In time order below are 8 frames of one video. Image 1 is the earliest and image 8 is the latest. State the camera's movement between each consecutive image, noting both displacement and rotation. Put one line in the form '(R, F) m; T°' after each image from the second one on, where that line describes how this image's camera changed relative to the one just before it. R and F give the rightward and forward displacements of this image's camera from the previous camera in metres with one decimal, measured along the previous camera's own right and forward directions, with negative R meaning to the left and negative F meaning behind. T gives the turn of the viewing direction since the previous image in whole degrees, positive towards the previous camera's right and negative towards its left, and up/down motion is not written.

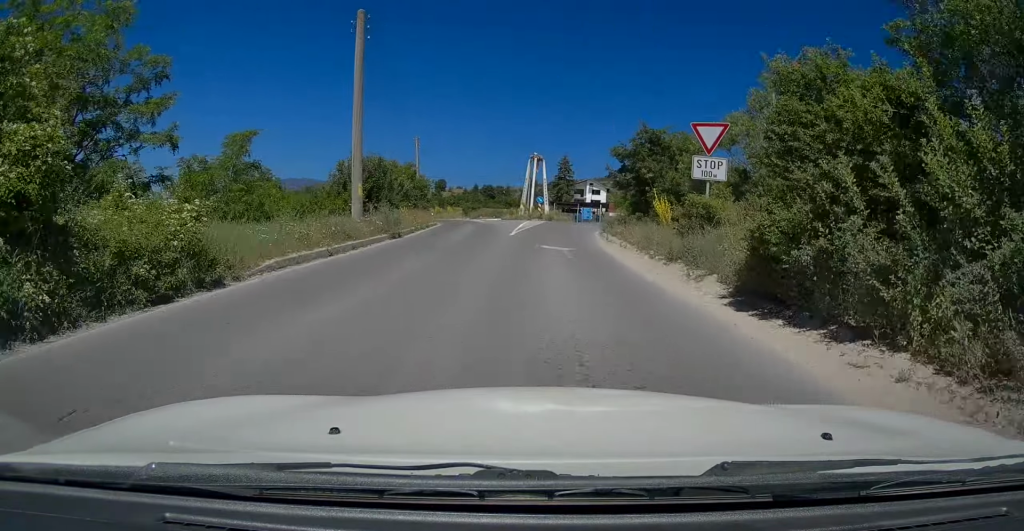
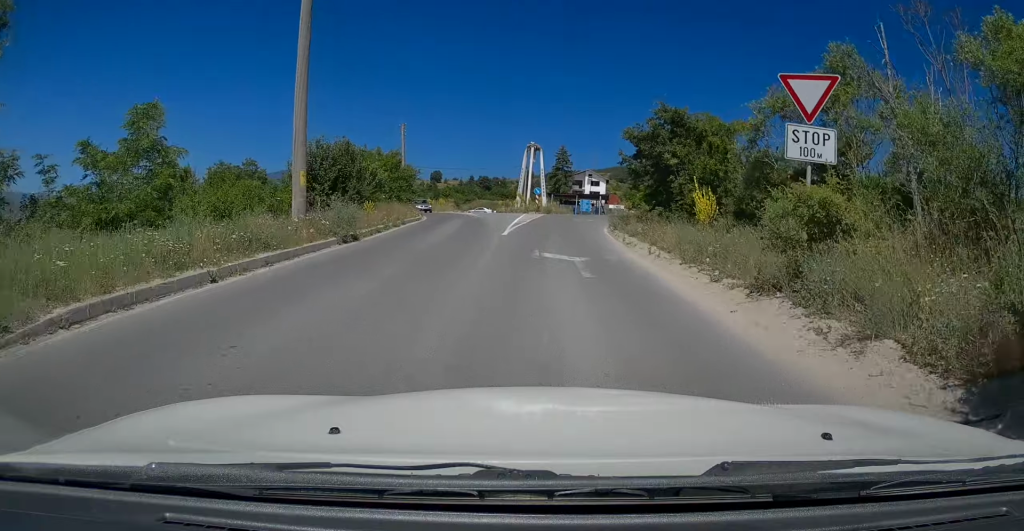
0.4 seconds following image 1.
(-0.1, +5.0) m; 0°
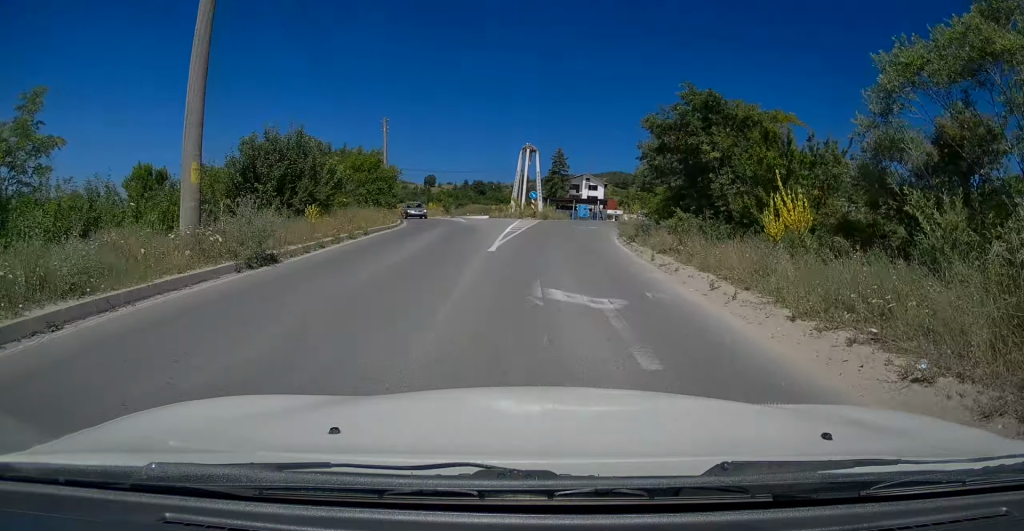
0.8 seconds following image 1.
(-0.2, +5.4) m; 0°
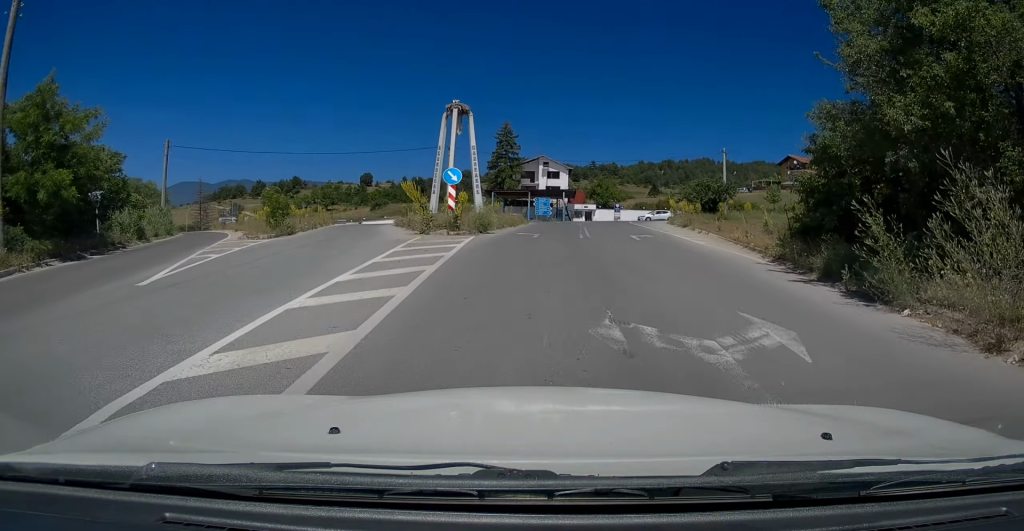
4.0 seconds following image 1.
(+2.1, +32.3) m; +6°
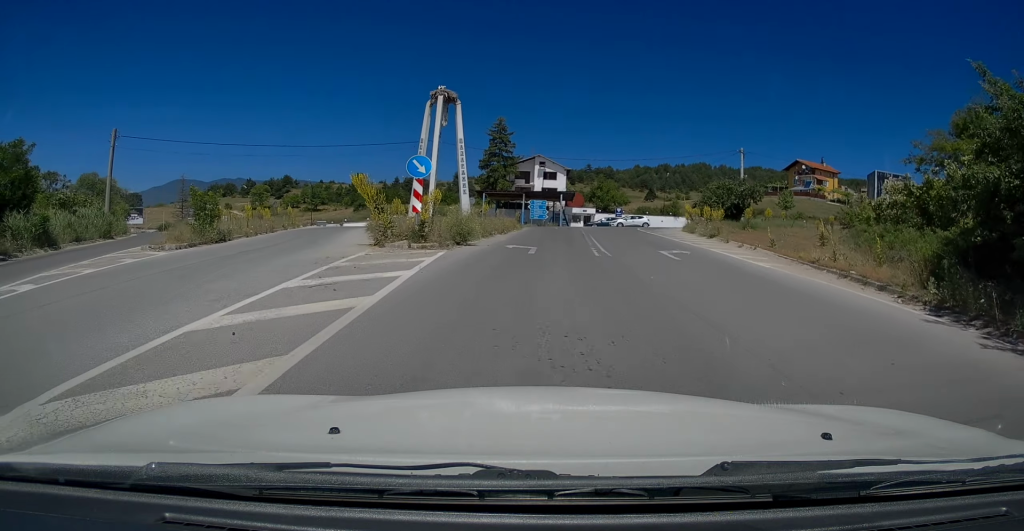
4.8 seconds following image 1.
(+0.4, +6.7) m; 0°
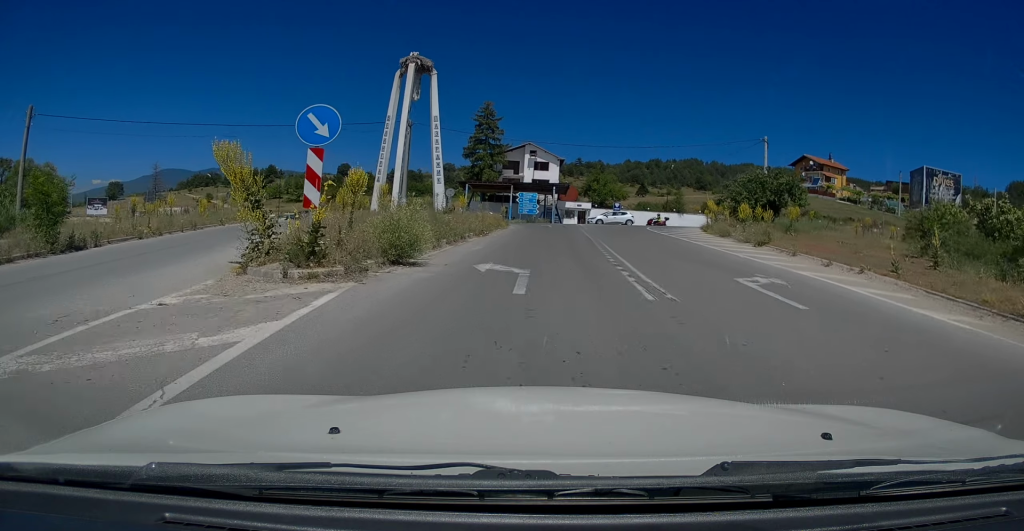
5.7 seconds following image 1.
(-0.2, +8.0) m; 0°
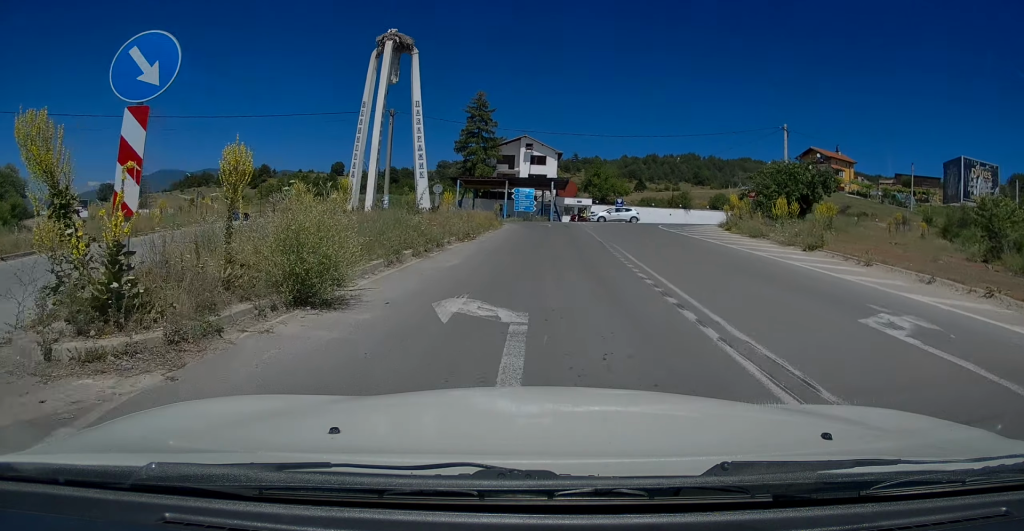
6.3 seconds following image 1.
(0.0, +4.6) m; 0°
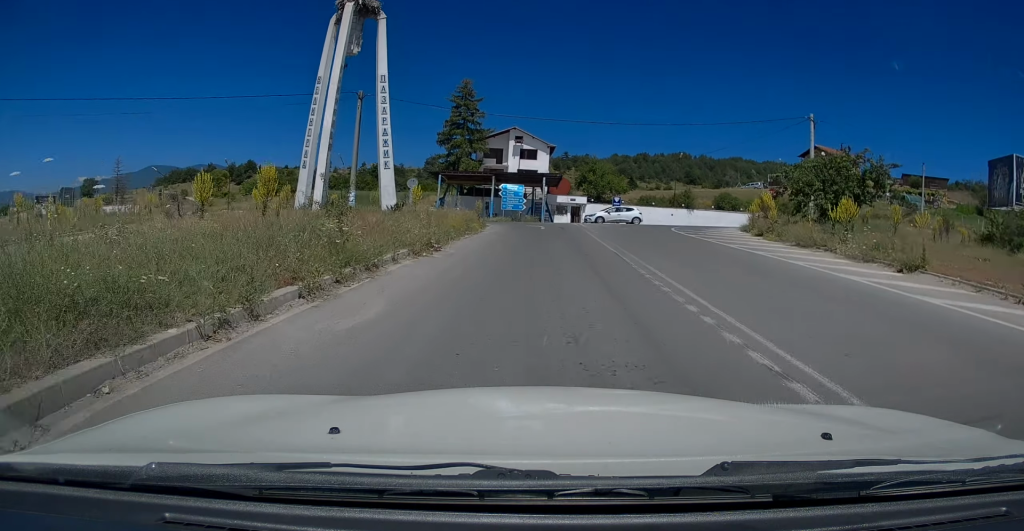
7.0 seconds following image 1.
(+0.3, +5.7) m; +1°
